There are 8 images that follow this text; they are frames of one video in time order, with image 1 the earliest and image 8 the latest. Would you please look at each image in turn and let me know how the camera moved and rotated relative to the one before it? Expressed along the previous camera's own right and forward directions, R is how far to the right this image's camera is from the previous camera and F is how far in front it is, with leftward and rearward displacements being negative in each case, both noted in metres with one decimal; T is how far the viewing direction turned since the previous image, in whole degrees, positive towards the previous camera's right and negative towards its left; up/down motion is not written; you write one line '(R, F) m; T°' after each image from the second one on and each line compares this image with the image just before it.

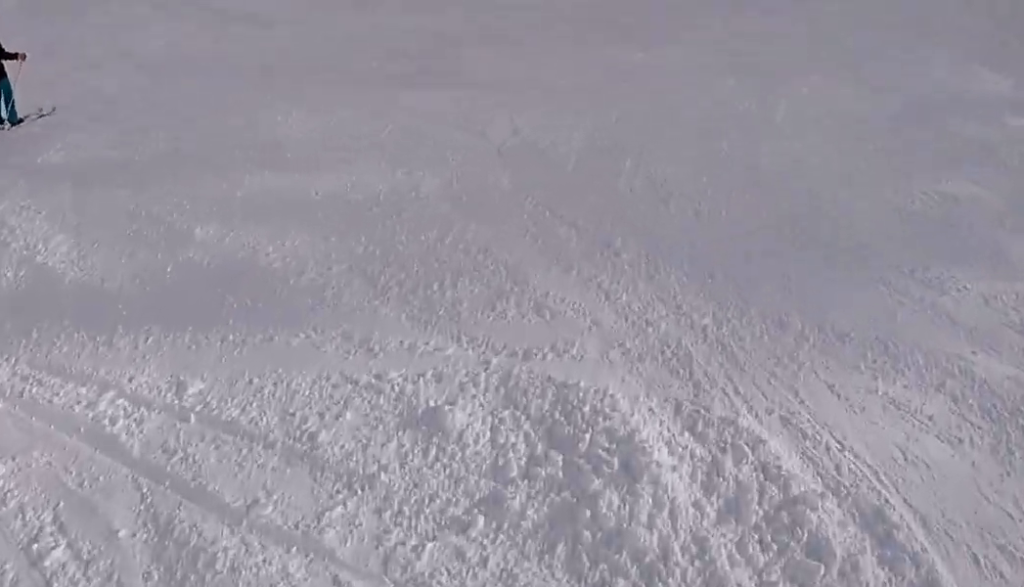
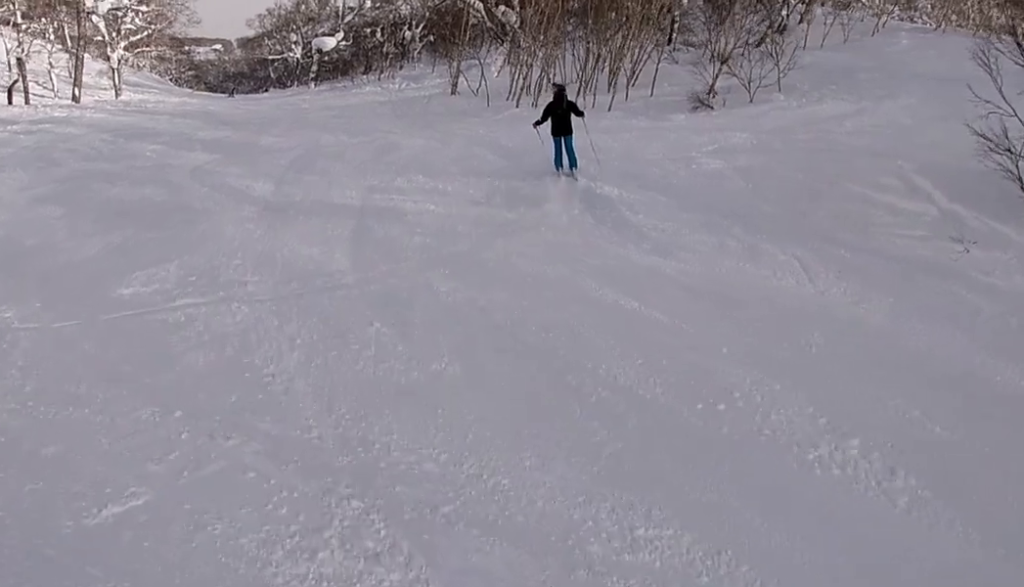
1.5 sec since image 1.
(-3.9, +6.7) m; -47°
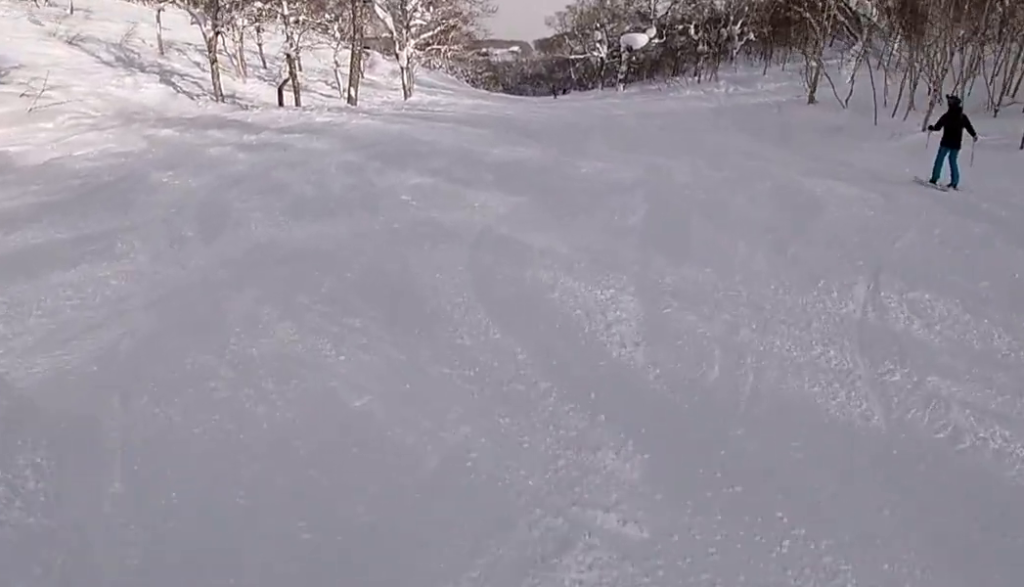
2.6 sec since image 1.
(-0.6, +5.9) m; -19°
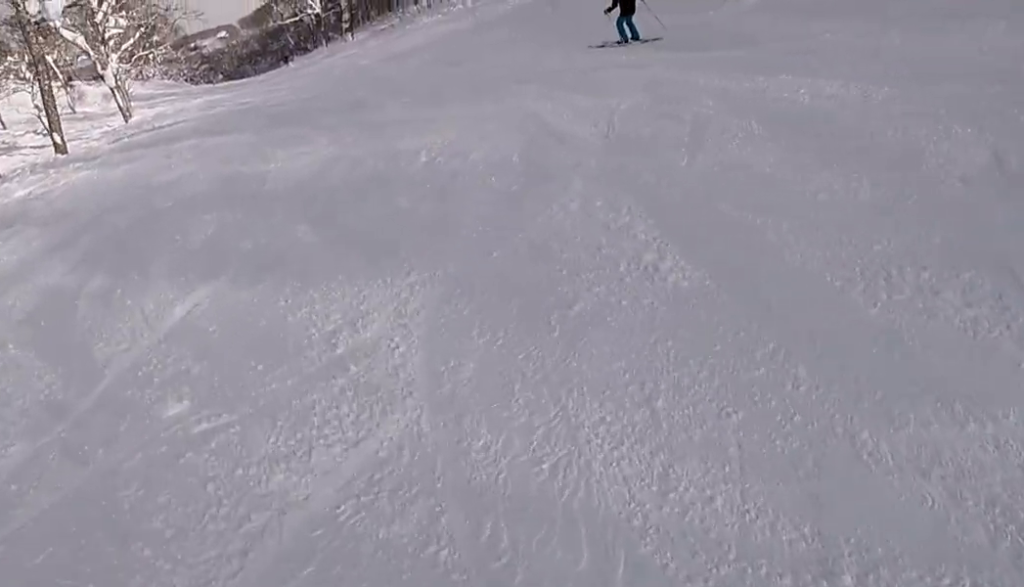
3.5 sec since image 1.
(-1.1, +4.7) m; -12°
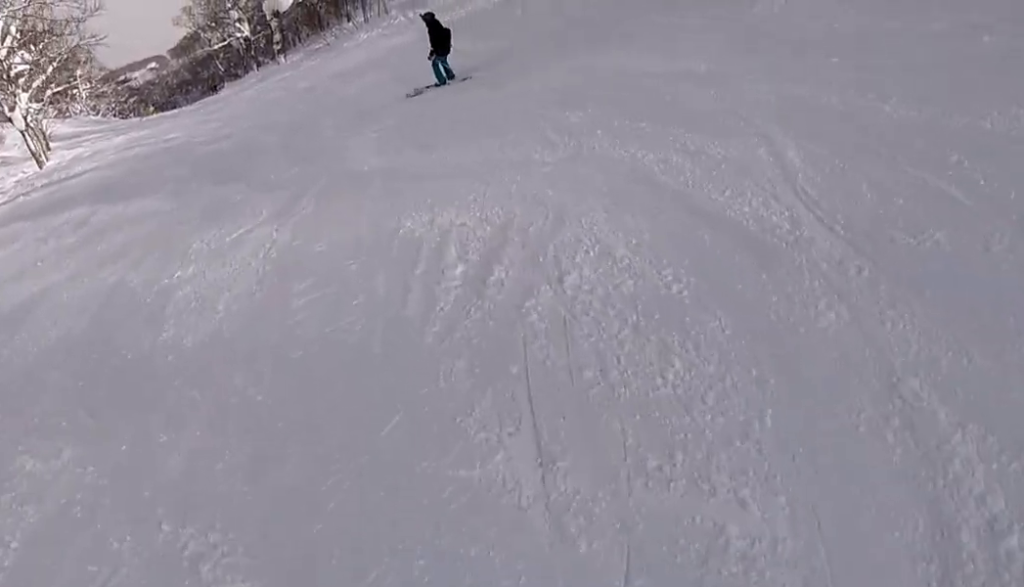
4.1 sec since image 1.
(0.0, +3.8) m; +8°
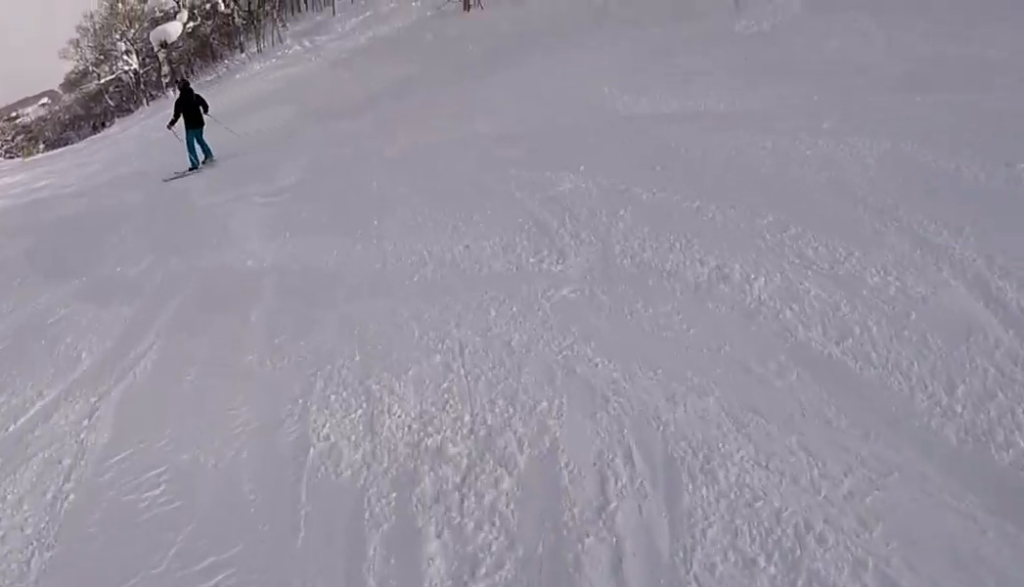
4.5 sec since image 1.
(-0.1, +2.6) m; +6°
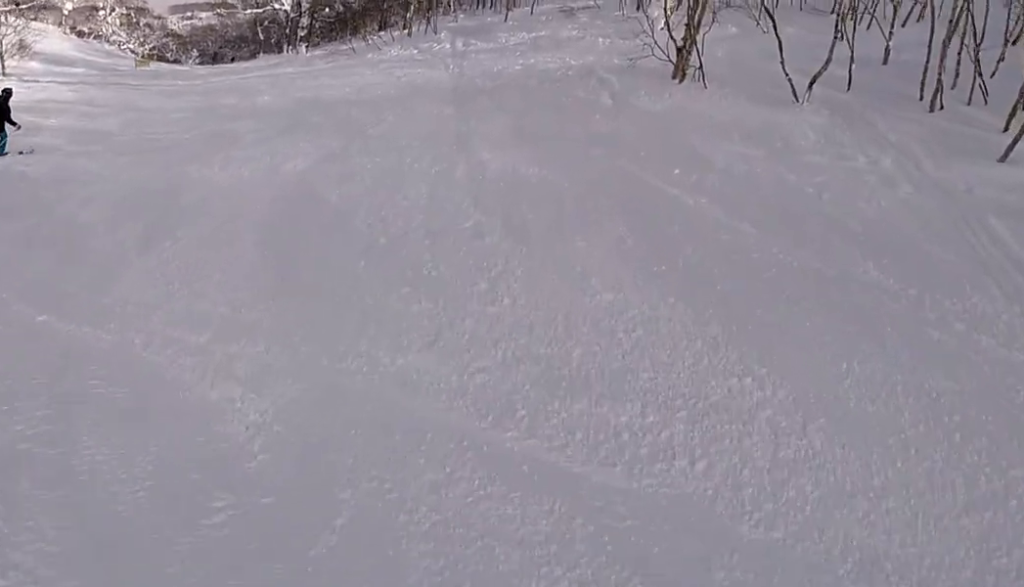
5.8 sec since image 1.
(+1.6, +7.7) m; +13°
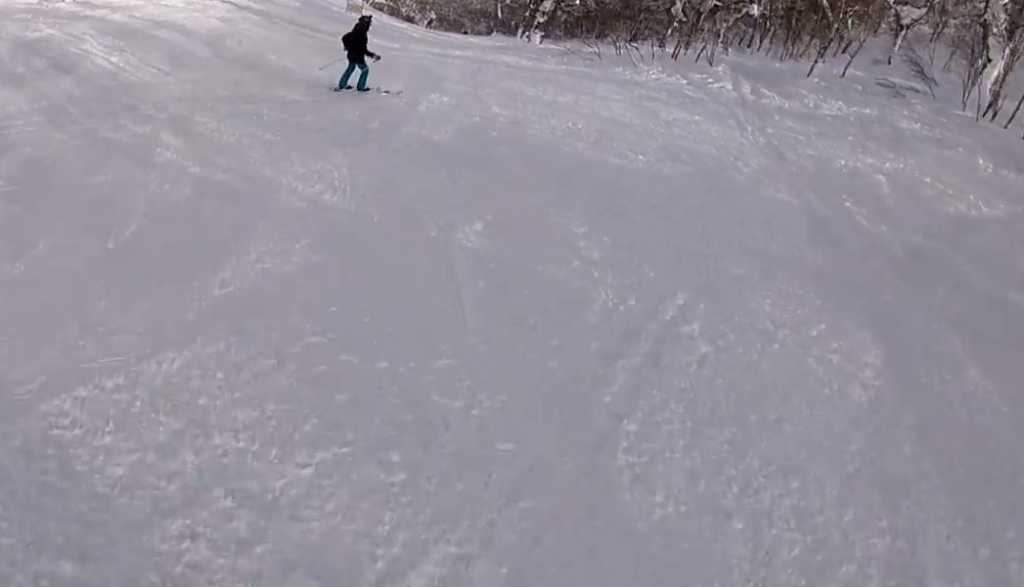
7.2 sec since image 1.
(0.0, +9.3) m; -20°
